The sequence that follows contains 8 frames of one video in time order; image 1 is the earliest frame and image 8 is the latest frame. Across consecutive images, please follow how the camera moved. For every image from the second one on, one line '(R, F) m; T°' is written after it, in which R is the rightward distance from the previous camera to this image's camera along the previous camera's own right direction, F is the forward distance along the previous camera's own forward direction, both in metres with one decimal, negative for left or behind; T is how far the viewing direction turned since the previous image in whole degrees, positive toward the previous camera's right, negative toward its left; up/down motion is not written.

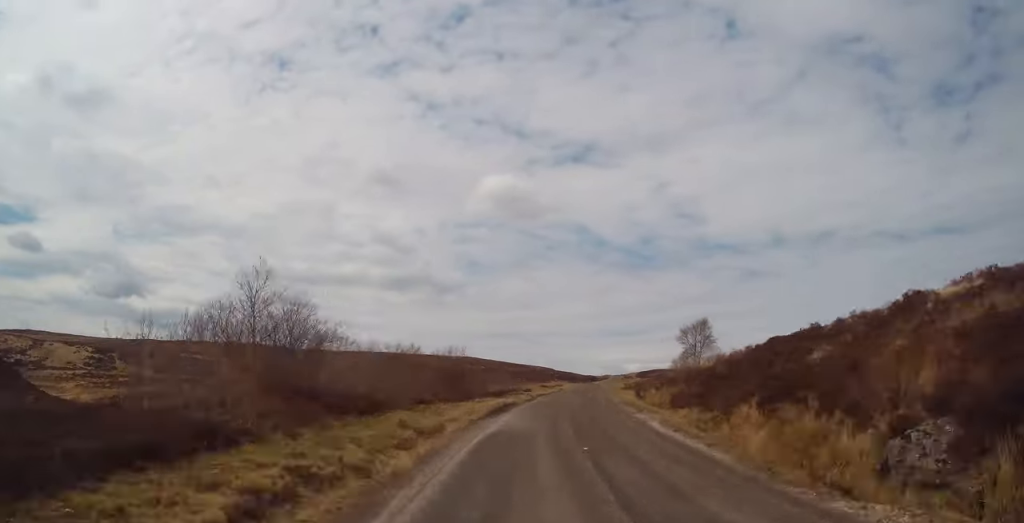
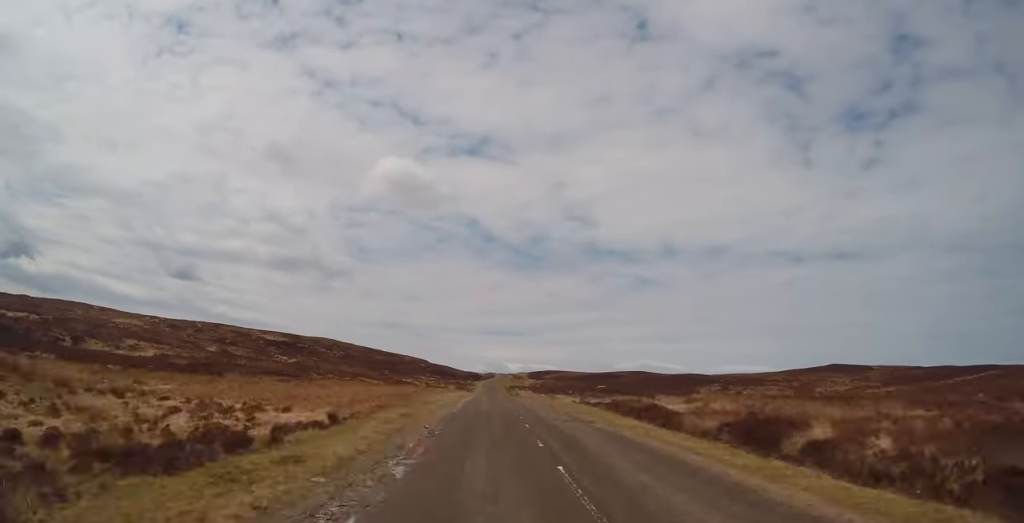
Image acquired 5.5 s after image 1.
(+6.8, +91.1) m; +5°
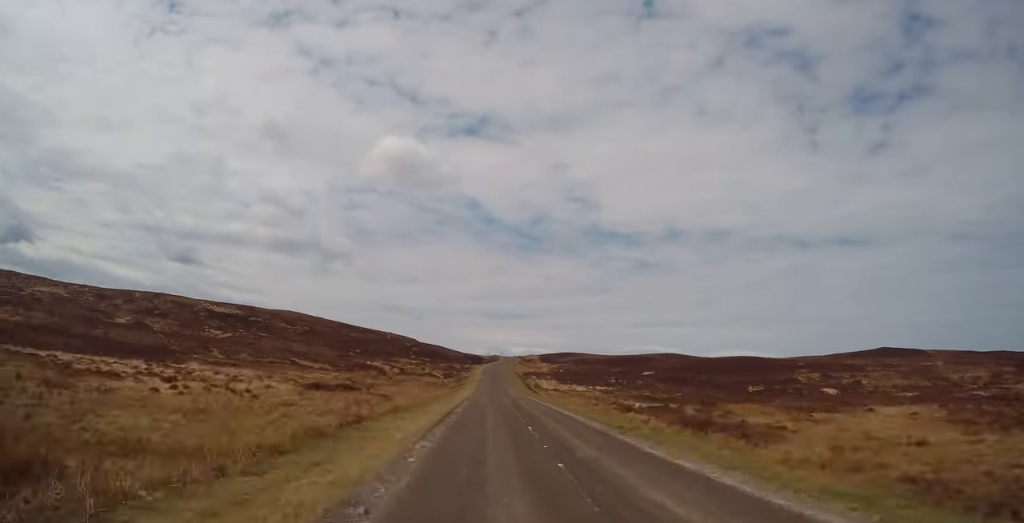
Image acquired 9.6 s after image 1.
(+0.3, +70.3) m; 0°
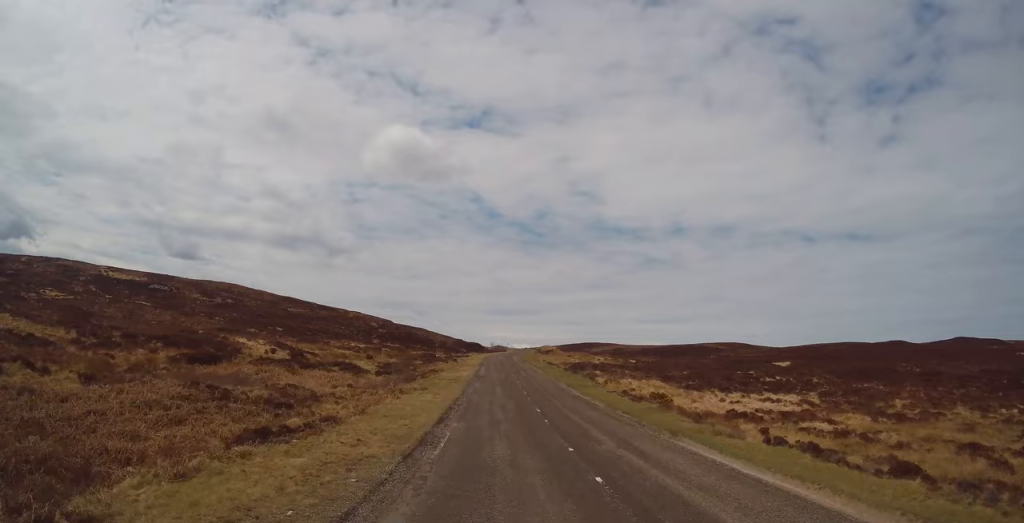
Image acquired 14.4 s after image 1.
(+0.4, +82.5) m; 0°
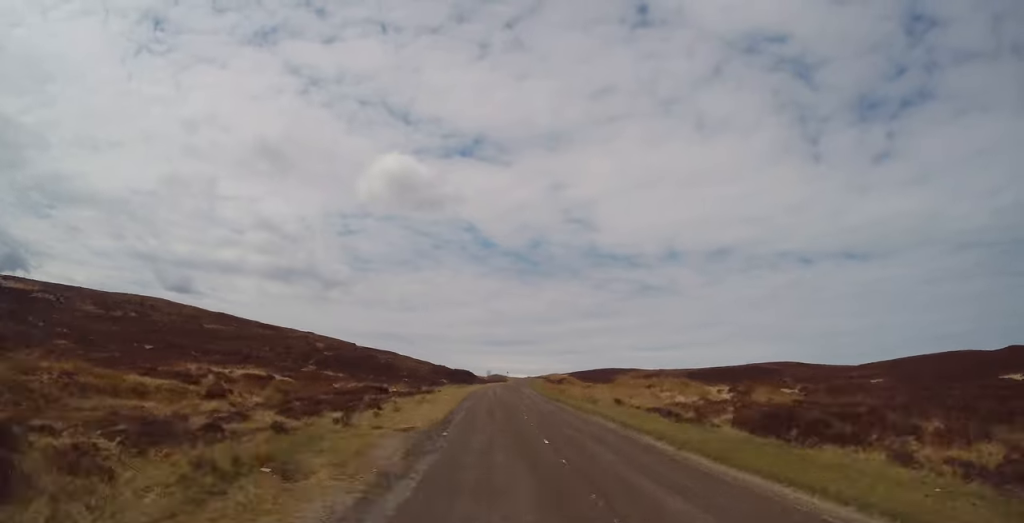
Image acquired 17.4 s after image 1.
(0.0, +50.5) m; +1°
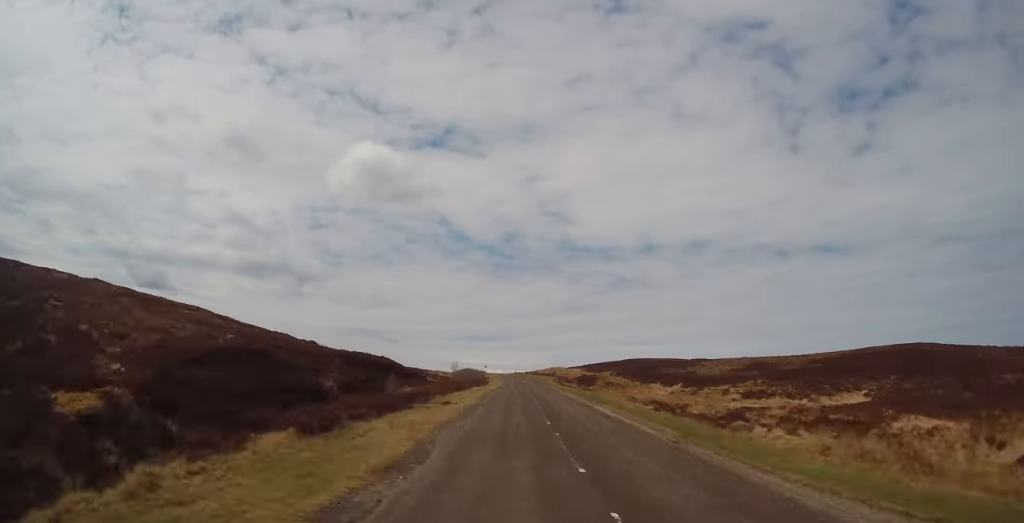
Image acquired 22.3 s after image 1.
(+1.5, +84.5) m; +2°
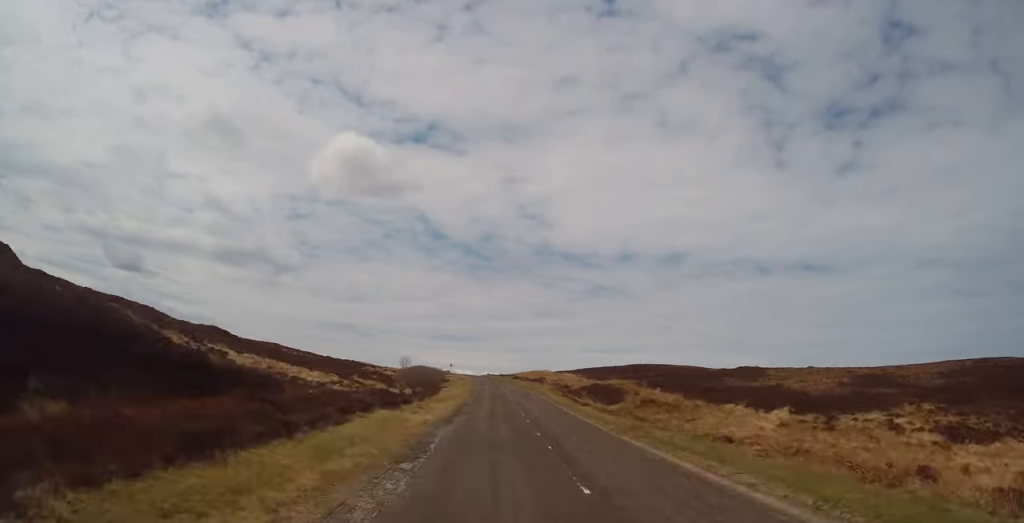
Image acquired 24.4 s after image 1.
(+0.3, +36.1) m; 0°
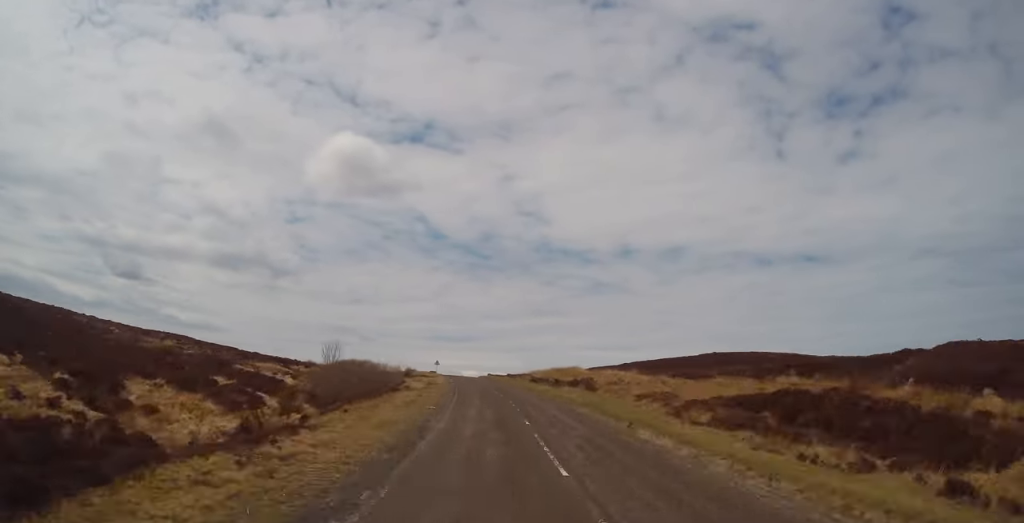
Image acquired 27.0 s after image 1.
(+0.3, +42.2) m; -1°
